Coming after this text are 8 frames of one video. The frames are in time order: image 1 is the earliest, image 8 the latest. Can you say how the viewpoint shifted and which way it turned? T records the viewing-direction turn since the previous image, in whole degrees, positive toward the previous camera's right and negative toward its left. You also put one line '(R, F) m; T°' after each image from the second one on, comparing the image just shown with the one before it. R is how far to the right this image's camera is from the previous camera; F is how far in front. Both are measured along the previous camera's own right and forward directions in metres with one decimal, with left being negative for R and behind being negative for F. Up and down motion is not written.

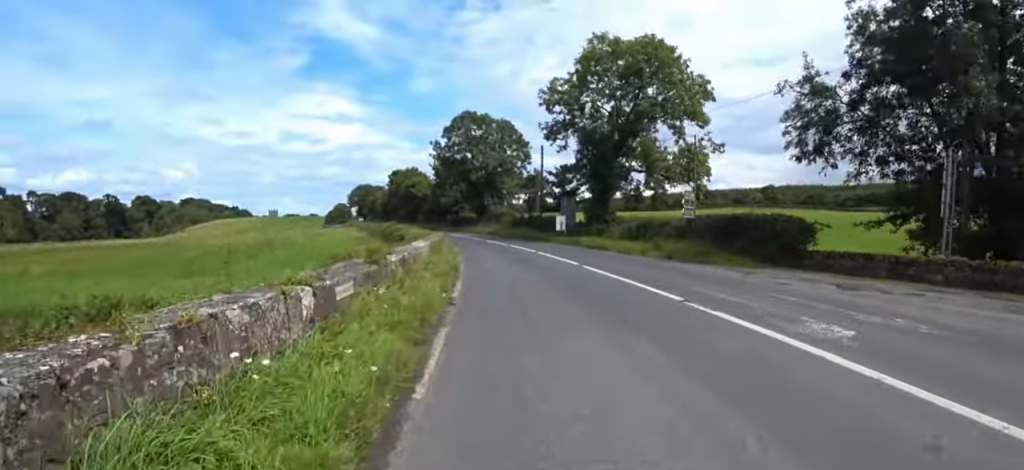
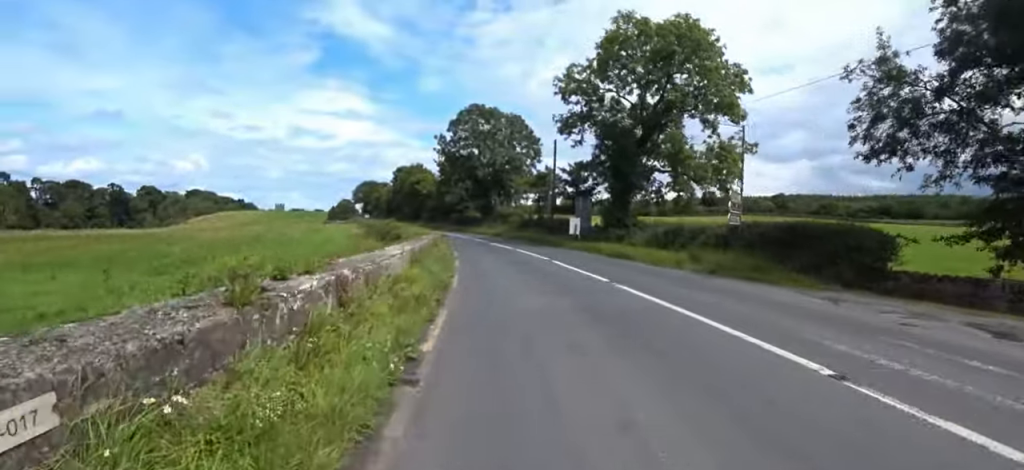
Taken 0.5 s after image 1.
(-0.3, +3.2) m; -4°
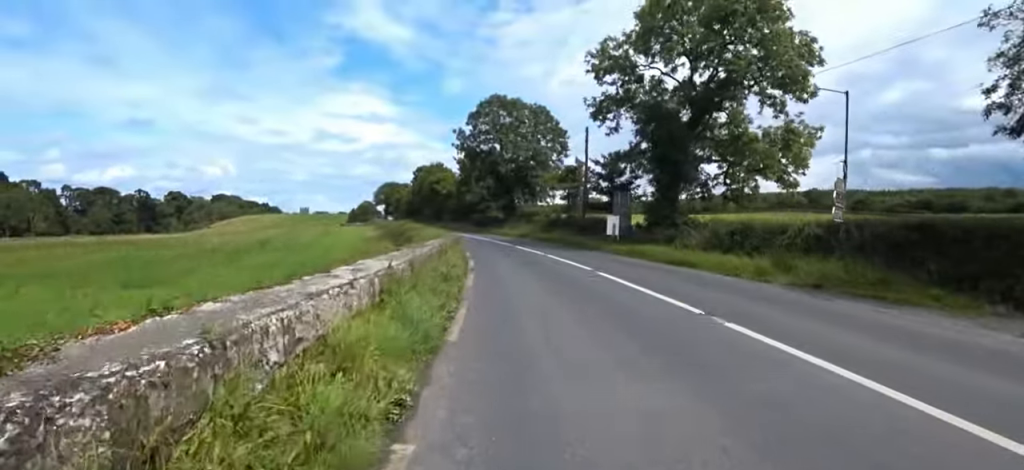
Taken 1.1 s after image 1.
(-0.1, +3.8) m; -2°
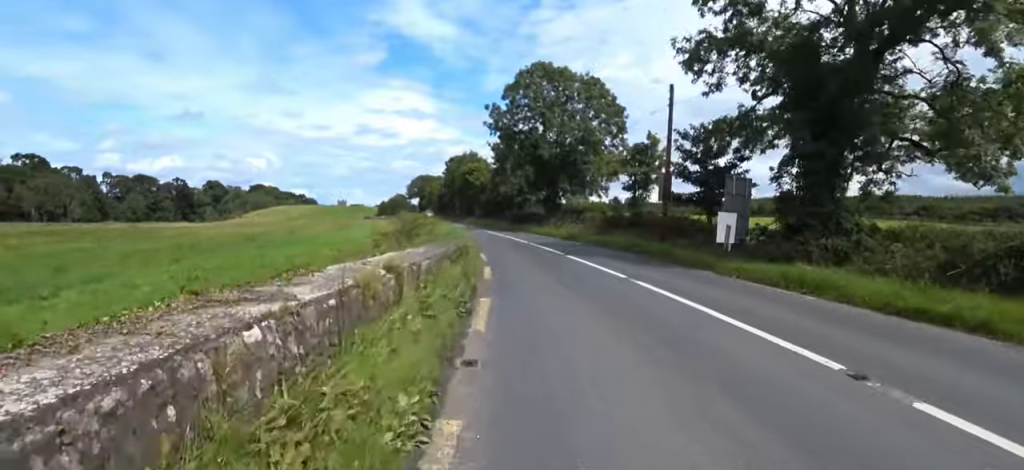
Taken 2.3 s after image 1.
(-0.1, +8.6) m; -7°
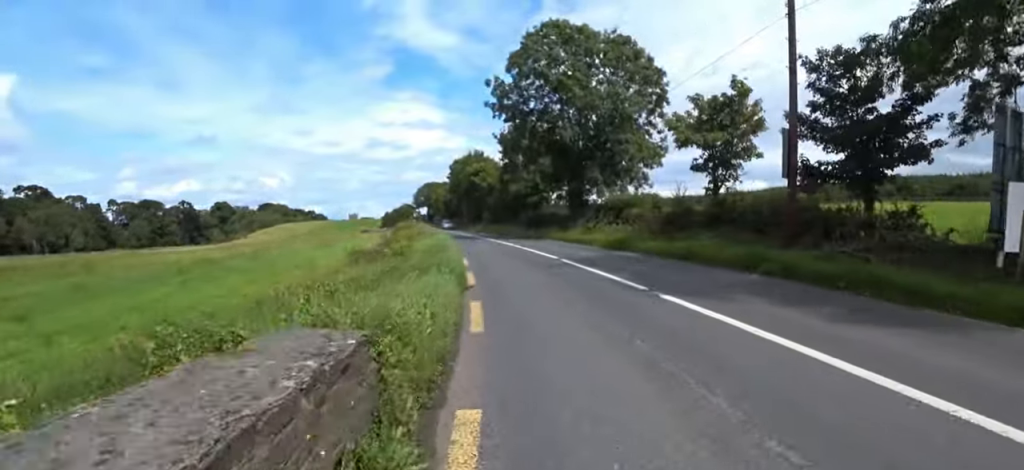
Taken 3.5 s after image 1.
(-1.0, +8.2) m; -4°
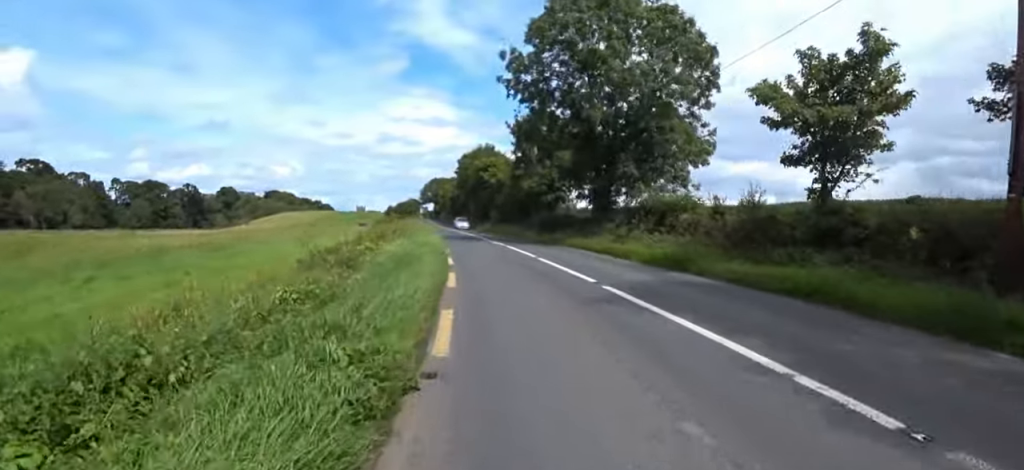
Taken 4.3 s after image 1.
(+0.4, +5.0) m; +3°
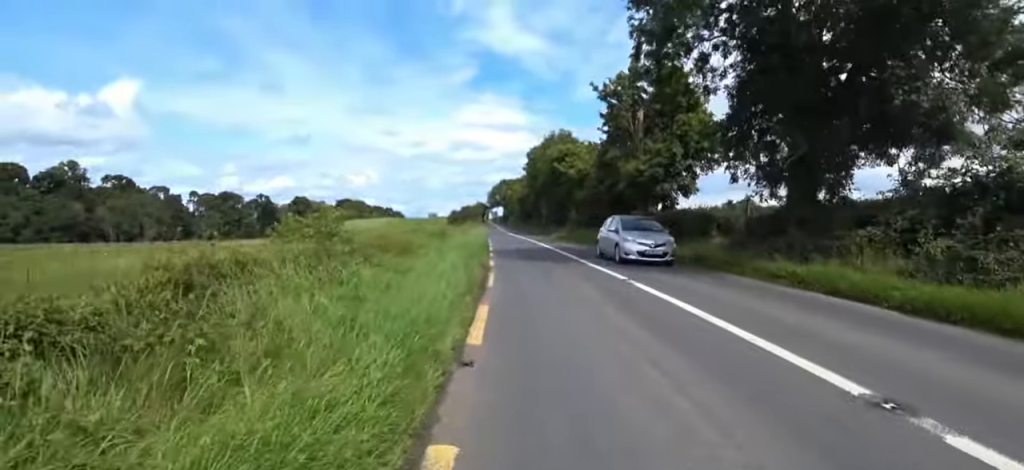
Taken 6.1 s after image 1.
(-0.5, +11.7) m; -7°
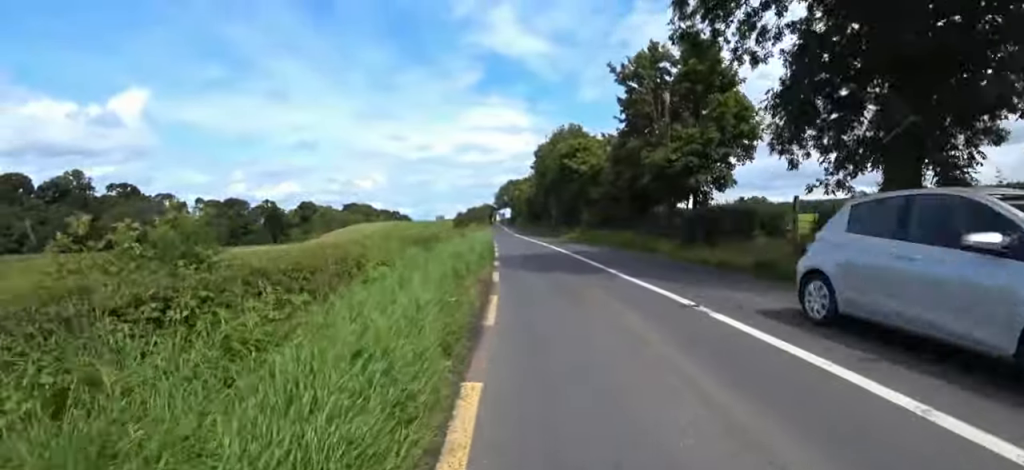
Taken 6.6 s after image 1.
(-0.2, +3.1) m; 0°
